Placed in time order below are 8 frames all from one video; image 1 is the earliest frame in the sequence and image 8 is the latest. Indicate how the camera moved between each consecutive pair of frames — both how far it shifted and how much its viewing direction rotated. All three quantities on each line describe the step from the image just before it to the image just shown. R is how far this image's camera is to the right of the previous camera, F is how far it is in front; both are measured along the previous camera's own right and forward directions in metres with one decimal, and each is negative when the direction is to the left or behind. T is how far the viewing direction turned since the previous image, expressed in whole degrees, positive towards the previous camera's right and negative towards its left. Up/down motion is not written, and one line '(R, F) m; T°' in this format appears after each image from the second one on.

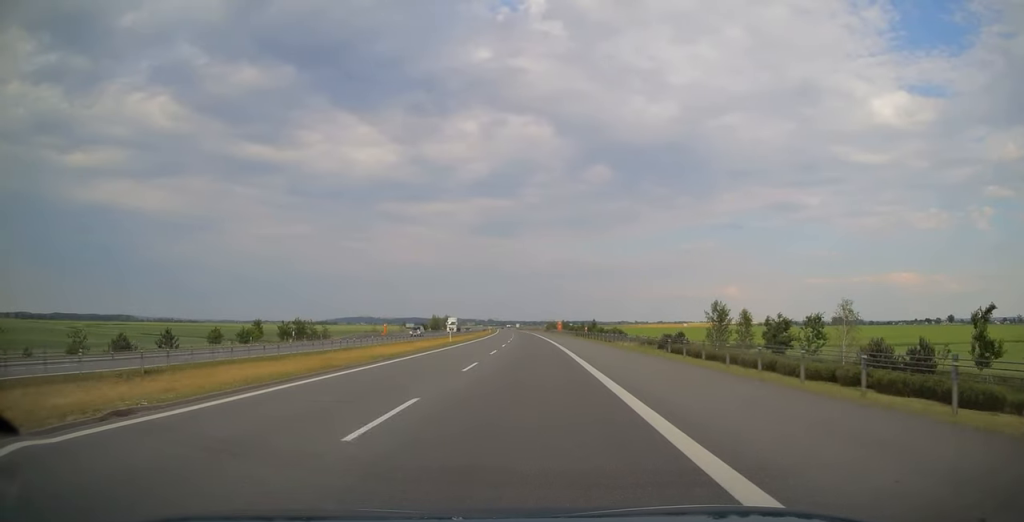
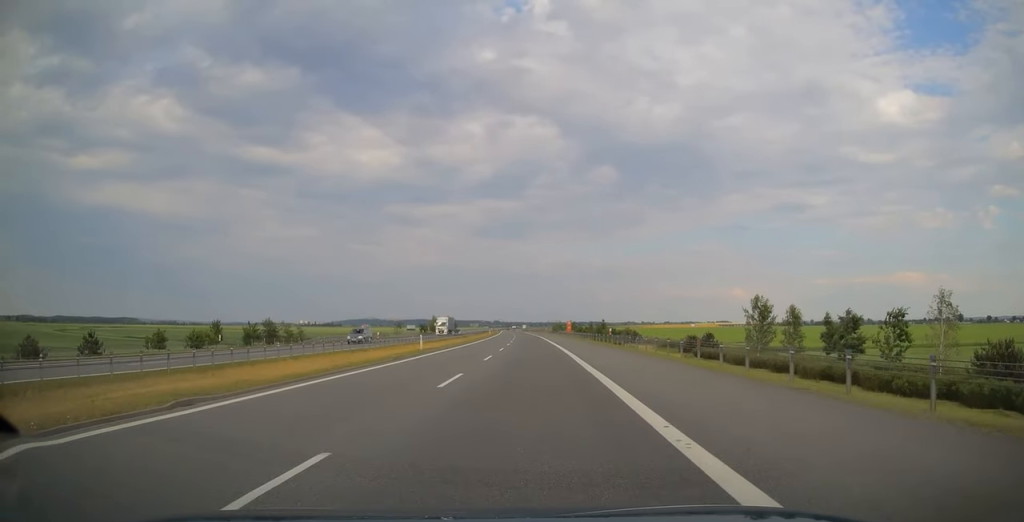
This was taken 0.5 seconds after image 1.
(-0.3, +16.7) m; 0°
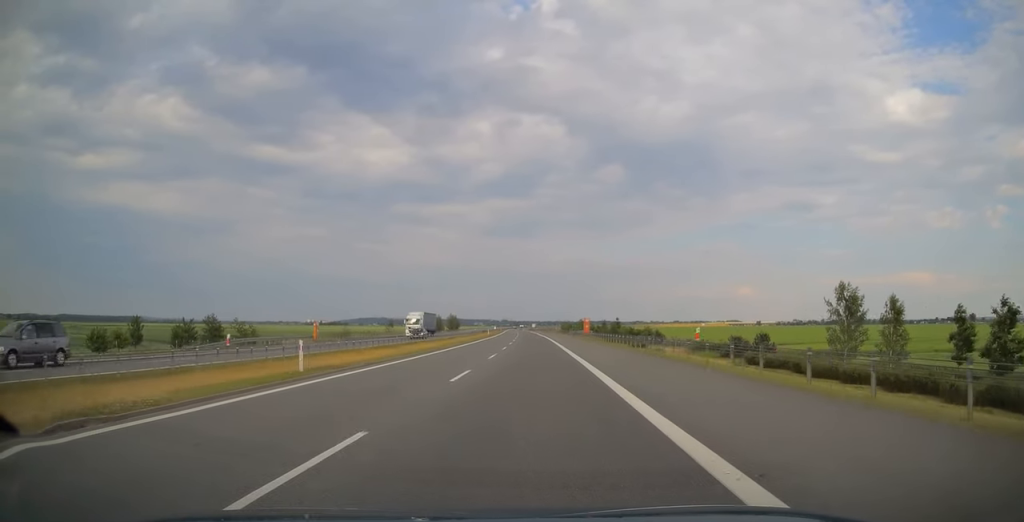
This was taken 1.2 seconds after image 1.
(+0.4, +22.6) m; 0°
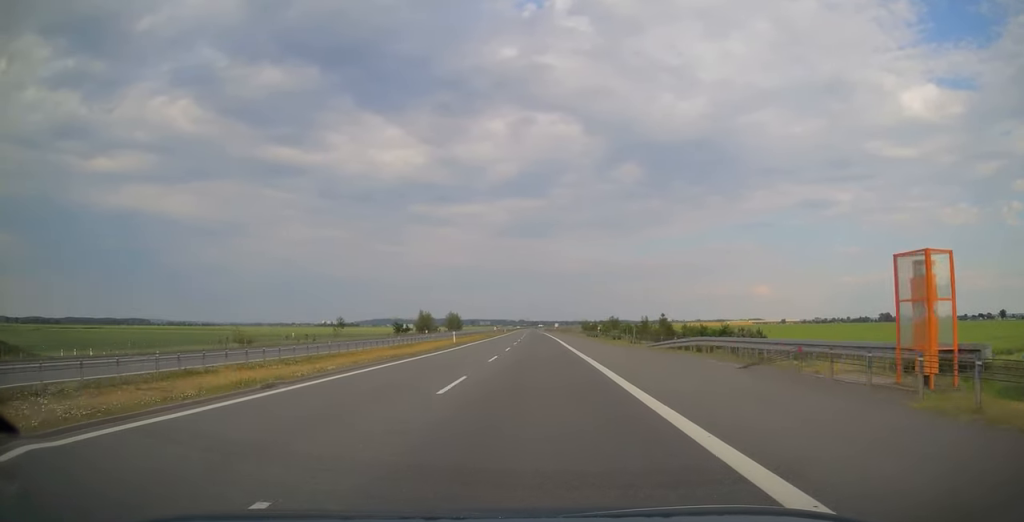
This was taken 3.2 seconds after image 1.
(-1.3, +63.0) m; -3°
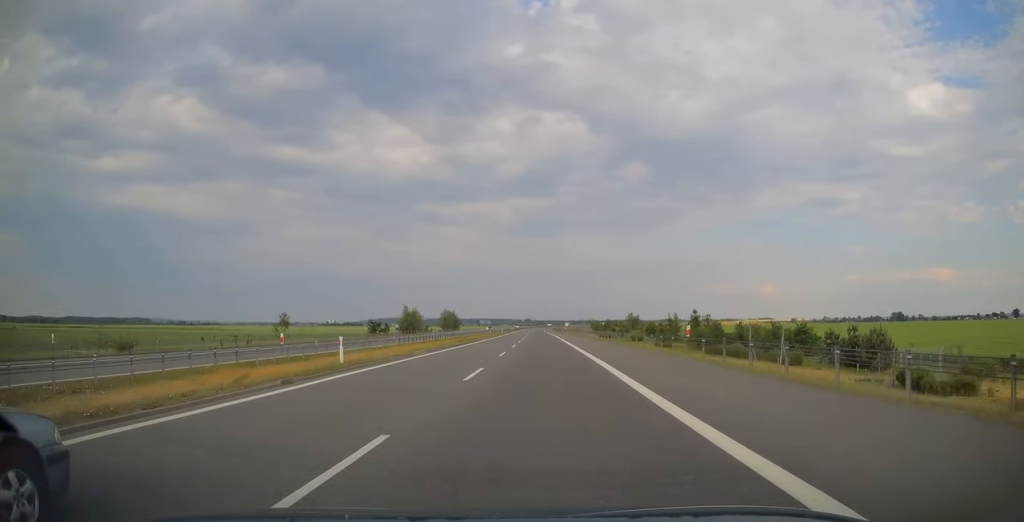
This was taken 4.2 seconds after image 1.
(-0.5, +32.9) m; -1°
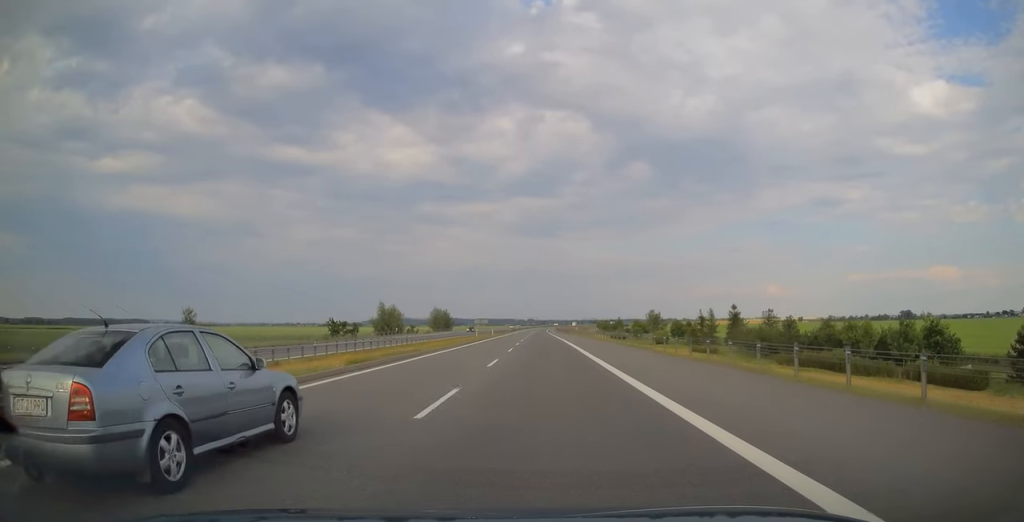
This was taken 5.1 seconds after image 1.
(-0.1, +30.1) m; 0°
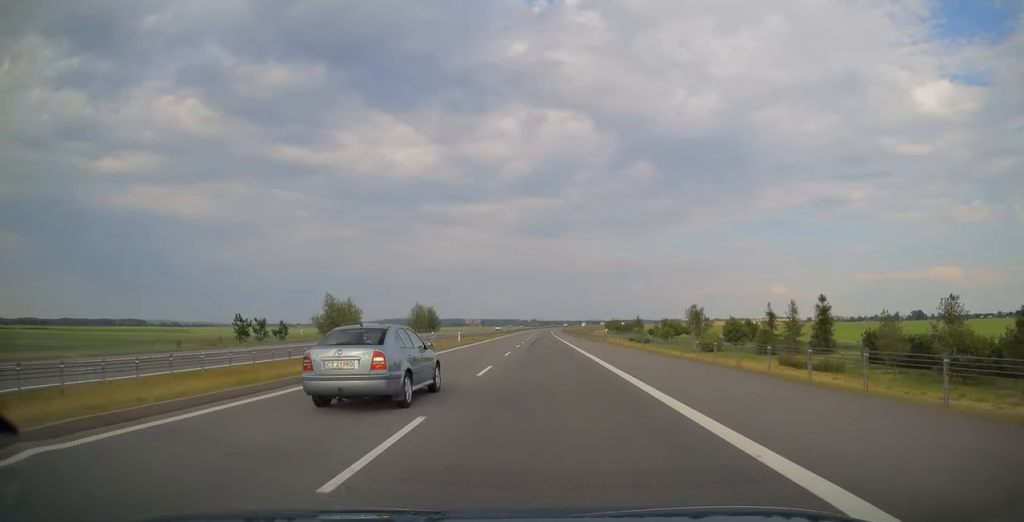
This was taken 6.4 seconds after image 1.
(0.0, +39.9) m; 0°
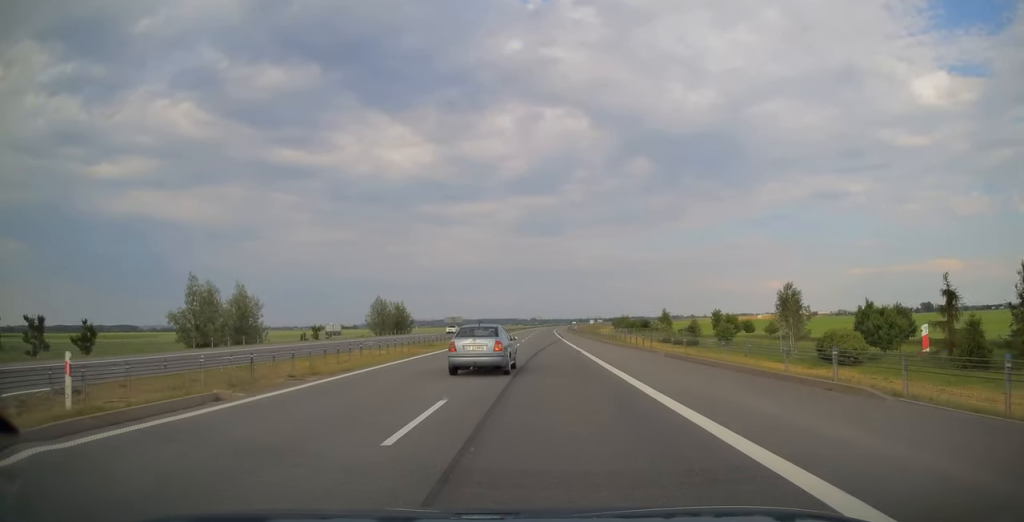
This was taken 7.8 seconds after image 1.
(0.0, +45.8) m; 0°
